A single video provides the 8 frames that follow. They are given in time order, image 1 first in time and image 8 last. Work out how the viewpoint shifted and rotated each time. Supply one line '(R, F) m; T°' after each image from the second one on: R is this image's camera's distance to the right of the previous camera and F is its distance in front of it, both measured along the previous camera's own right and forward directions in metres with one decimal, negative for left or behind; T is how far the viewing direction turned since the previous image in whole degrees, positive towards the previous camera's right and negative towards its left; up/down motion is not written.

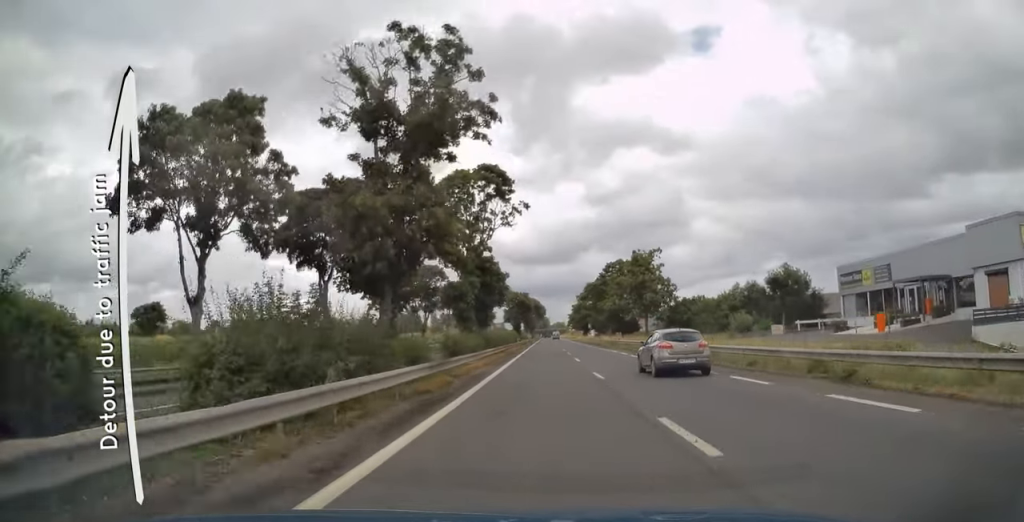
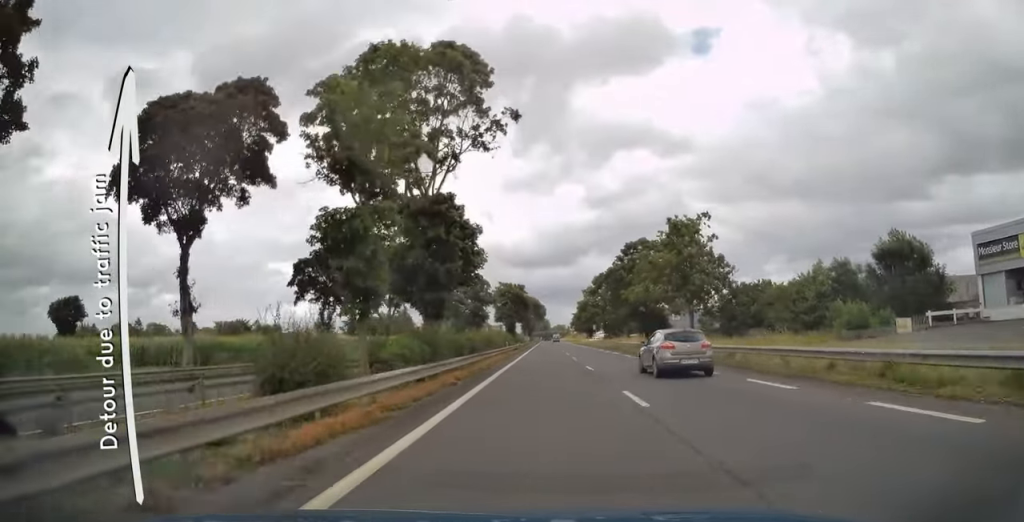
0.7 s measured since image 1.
(0.0, +21.1) m; 0°
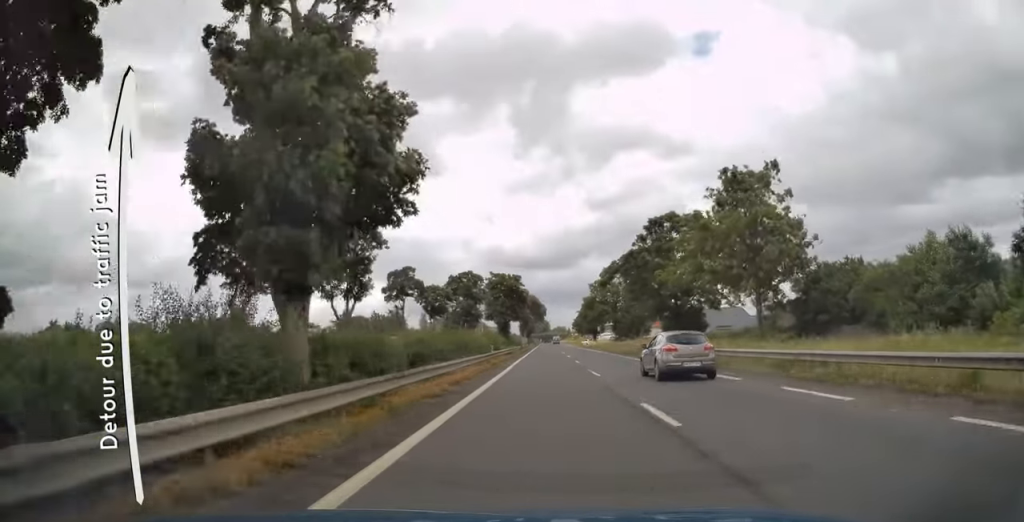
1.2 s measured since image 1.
(-0.2, +15.3) m; 0°
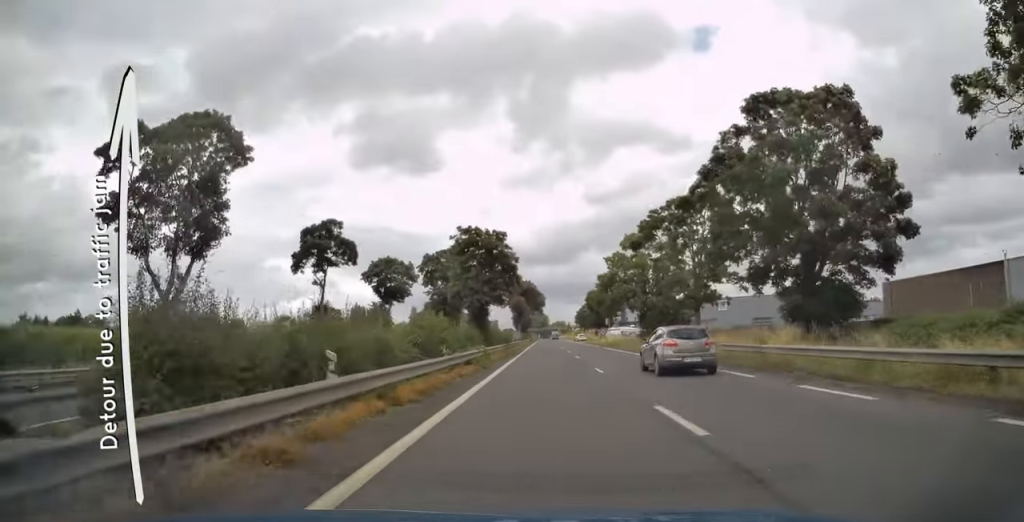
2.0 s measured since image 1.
(0.0, +27.1) m; 0°
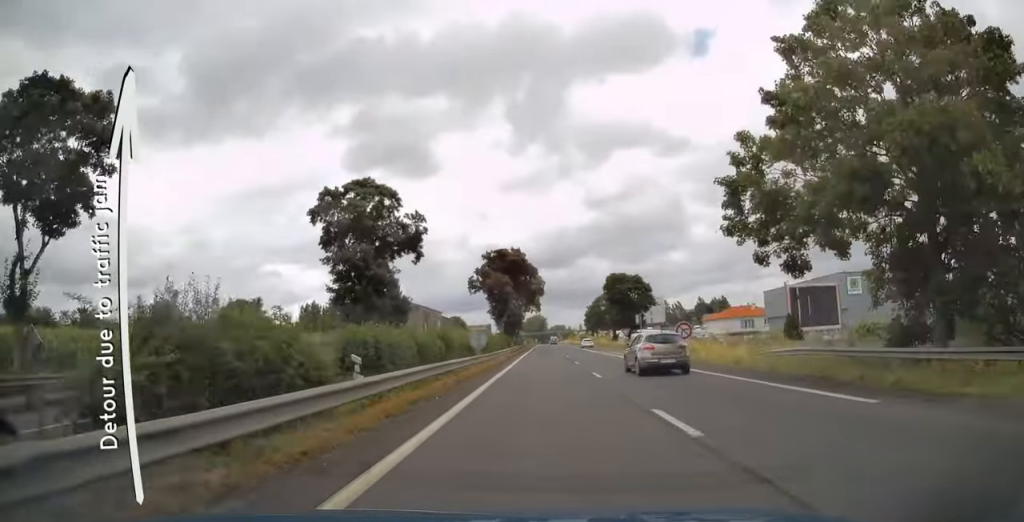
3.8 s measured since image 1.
(+0.4, +53.3) m; +1°
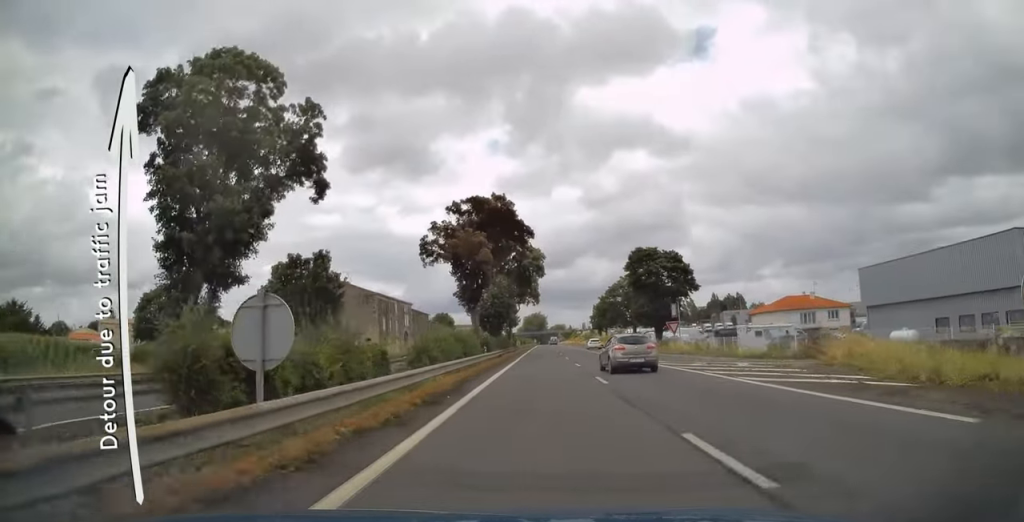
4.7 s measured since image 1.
(+0.1, +29.1) m; 0°
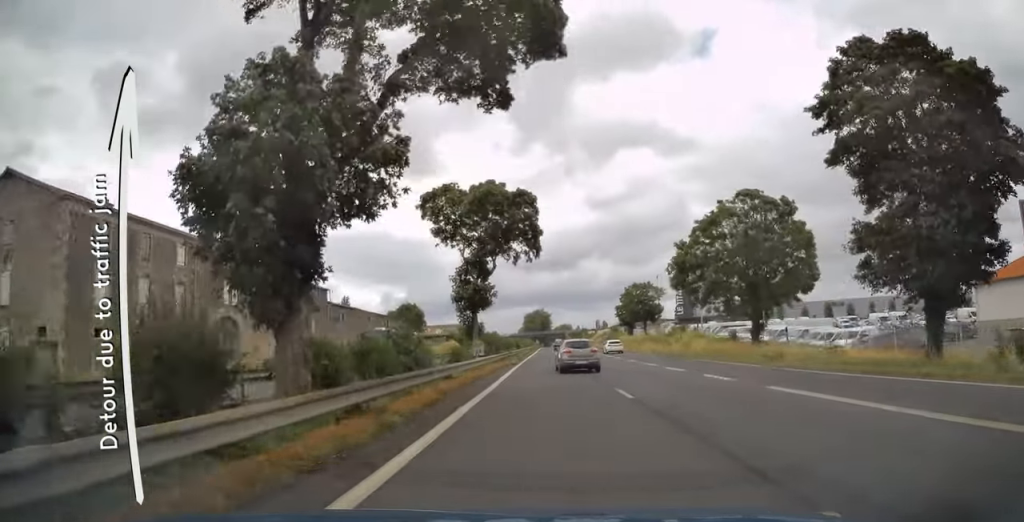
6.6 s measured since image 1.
(0.0, +55.0) m; 0°
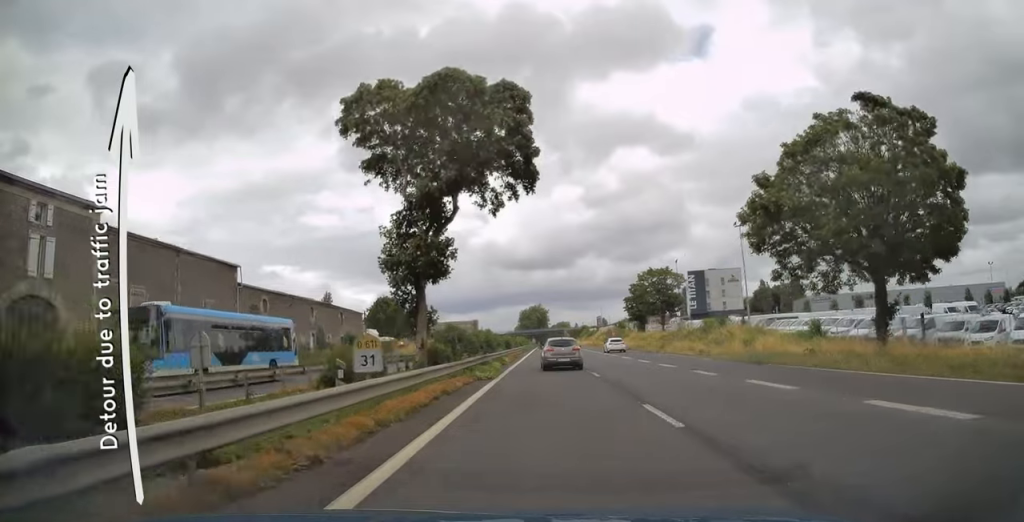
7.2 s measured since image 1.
(-0.3, +17.6) m; 0°
